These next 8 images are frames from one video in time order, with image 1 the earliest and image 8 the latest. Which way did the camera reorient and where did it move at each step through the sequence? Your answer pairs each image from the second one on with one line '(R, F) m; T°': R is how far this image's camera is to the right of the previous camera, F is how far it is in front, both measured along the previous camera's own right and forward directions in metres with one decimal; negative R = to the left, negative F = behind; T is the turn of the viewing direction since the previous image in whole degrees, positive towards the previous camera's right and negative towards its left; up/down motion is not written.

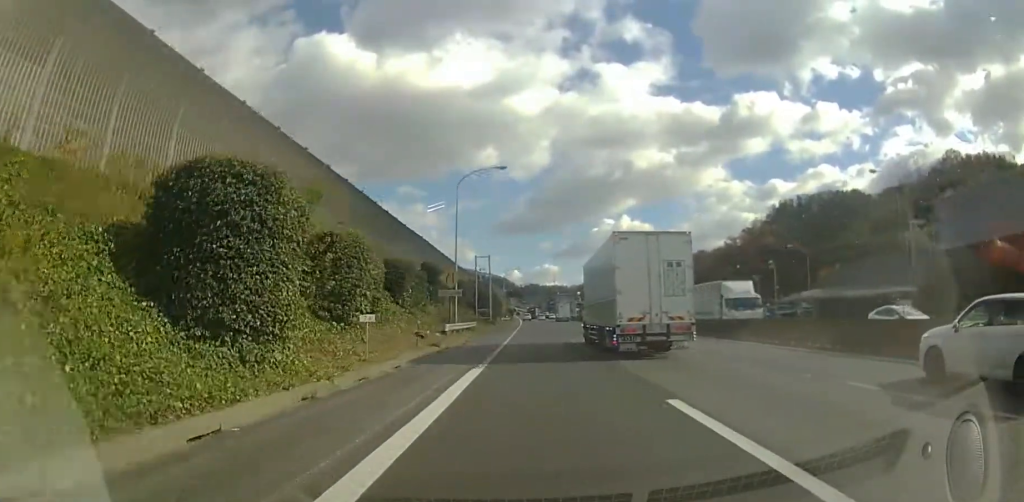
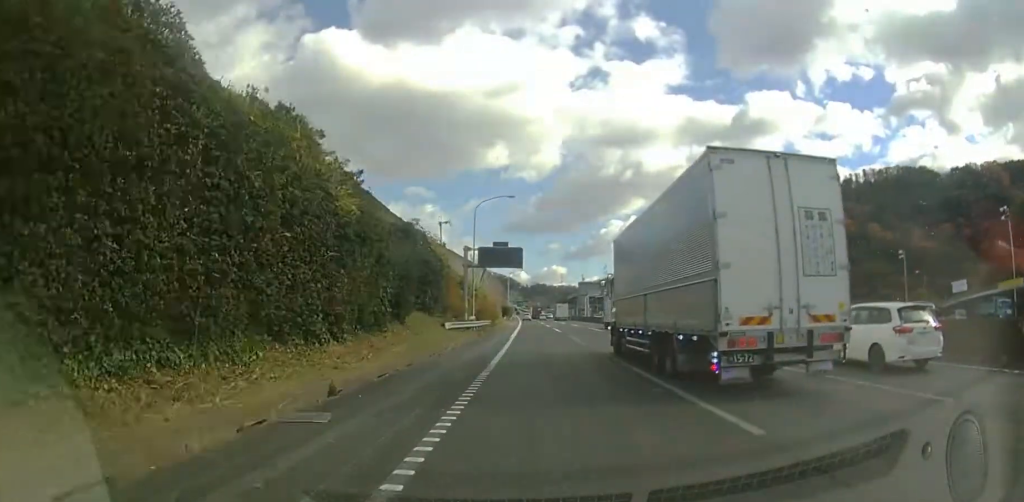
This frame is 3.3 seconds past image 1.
(-0.6, +73.0) m; -2°
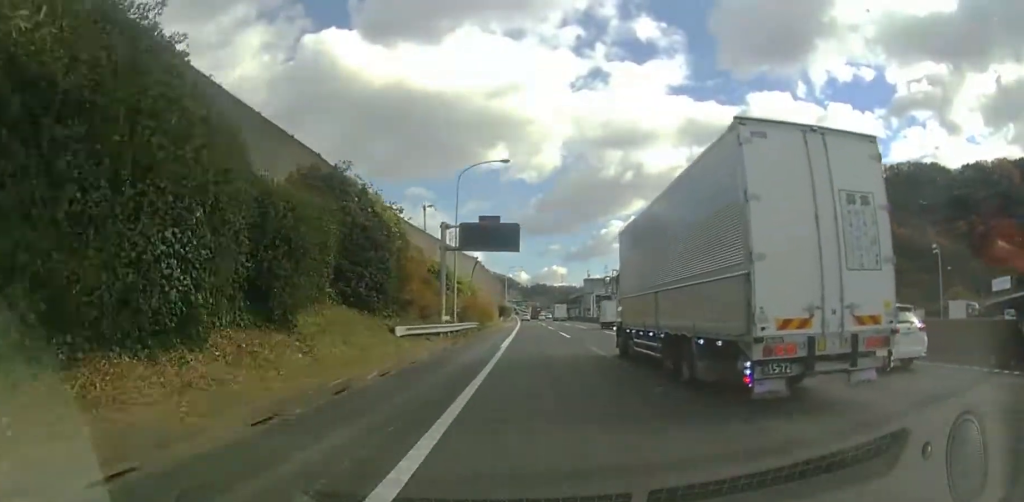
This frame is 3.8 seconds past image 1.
(0.0, +11.6) m; 0°
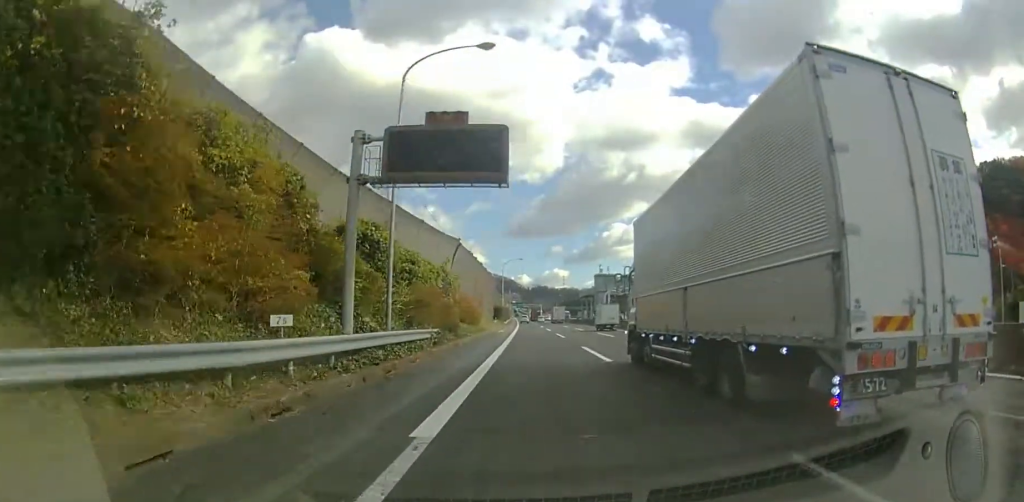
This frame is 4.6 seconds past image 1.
(0.0, +17.6) m; +1°
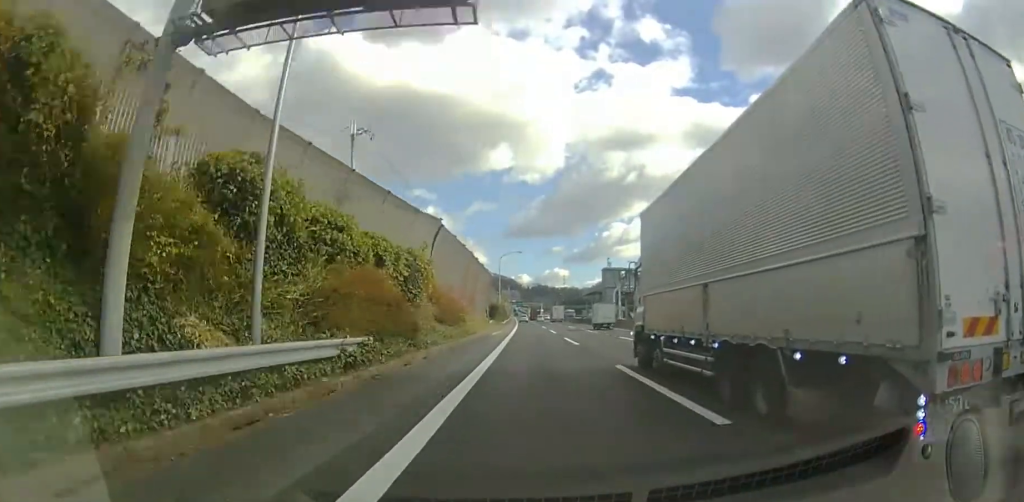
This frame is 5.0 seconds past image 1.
(+0.1, +9.8) m; 0°
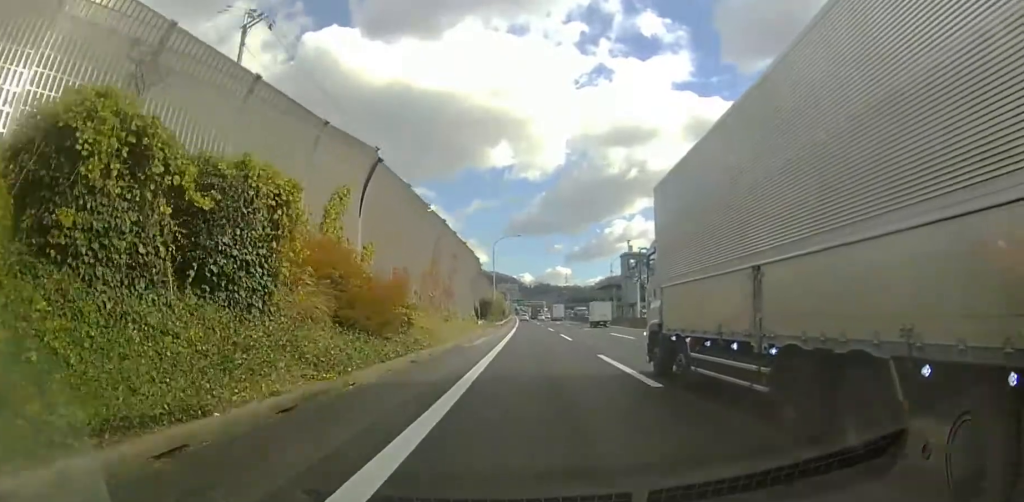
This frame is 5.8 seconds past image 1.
(+0.1, +16.7) m; 0°
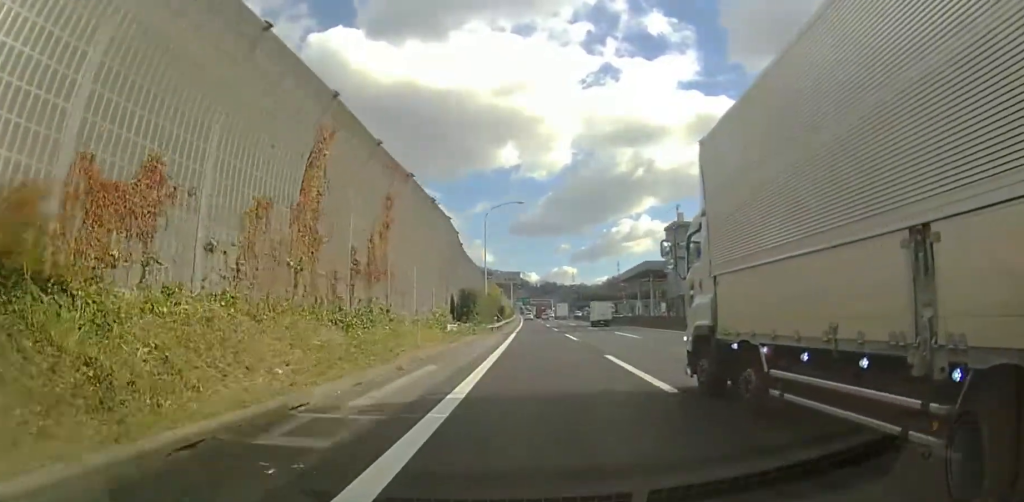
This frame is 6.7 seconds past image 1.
(-0.3, +20.6) m; -1°
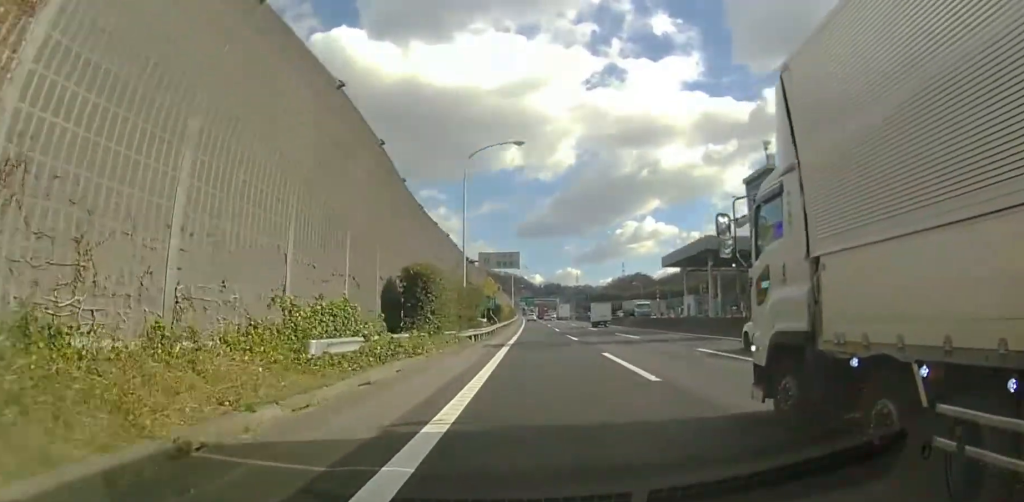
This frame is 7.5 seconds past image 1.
(0.0, +19.0) m; 0°
